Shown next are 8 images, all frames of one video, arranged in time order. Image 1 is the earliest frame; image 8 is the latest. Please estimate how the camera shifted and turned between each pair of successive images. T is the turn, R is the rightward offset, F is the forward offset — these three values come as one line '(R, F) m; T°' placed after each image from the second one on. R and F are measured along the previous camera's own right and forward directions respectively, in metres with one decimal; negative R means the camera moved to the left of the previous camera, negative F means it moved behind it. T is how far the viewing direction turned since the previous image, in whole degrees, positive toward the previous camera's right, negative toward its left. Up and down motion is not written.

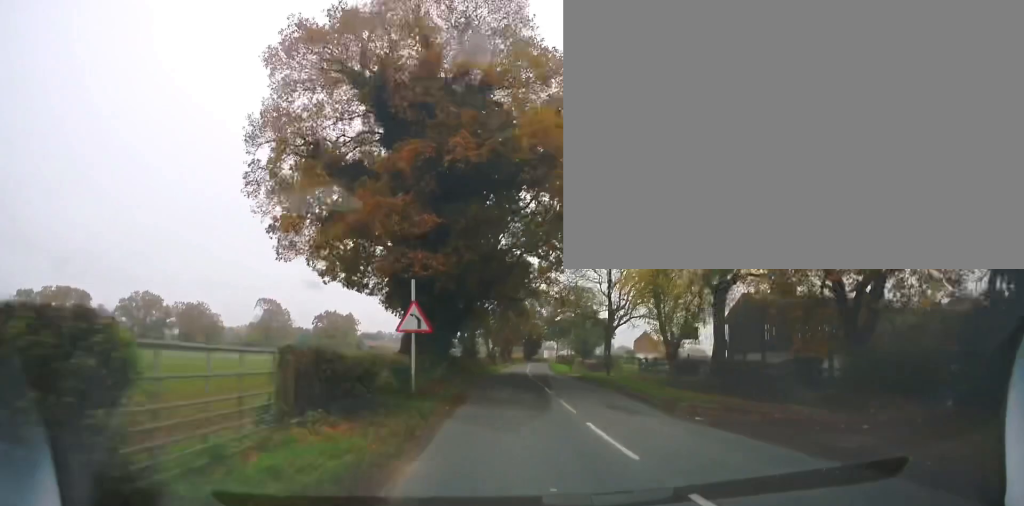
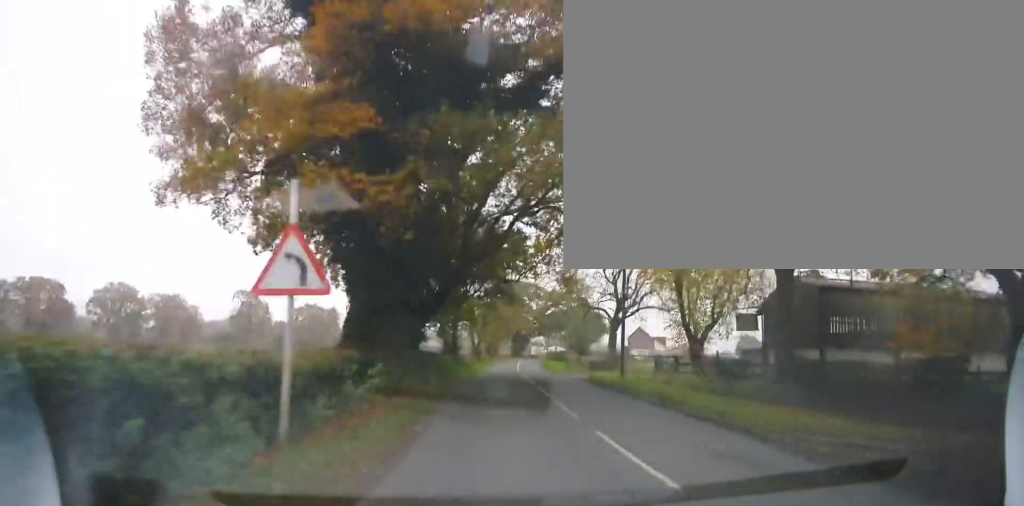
(0.0, +7.3) m; +1°
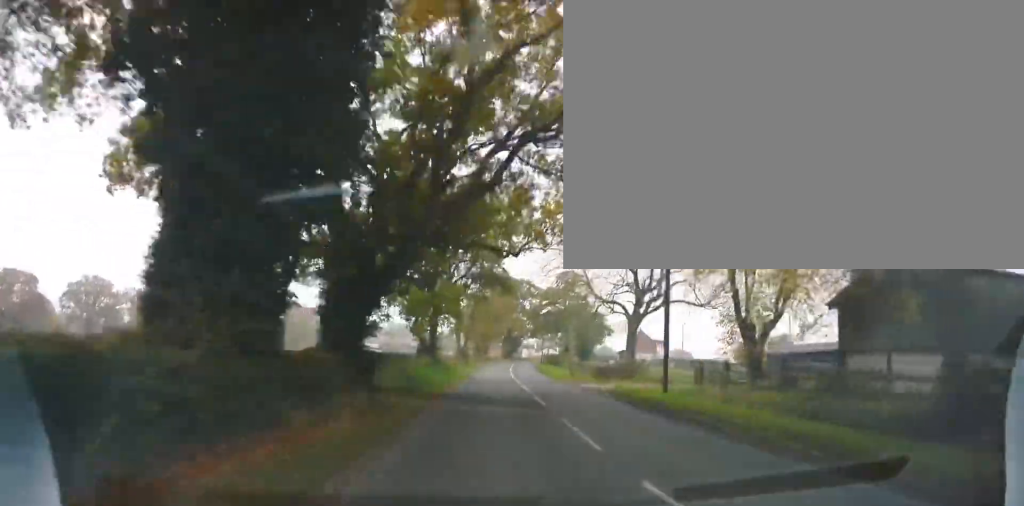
(+0.1, +9.7) m; +1°
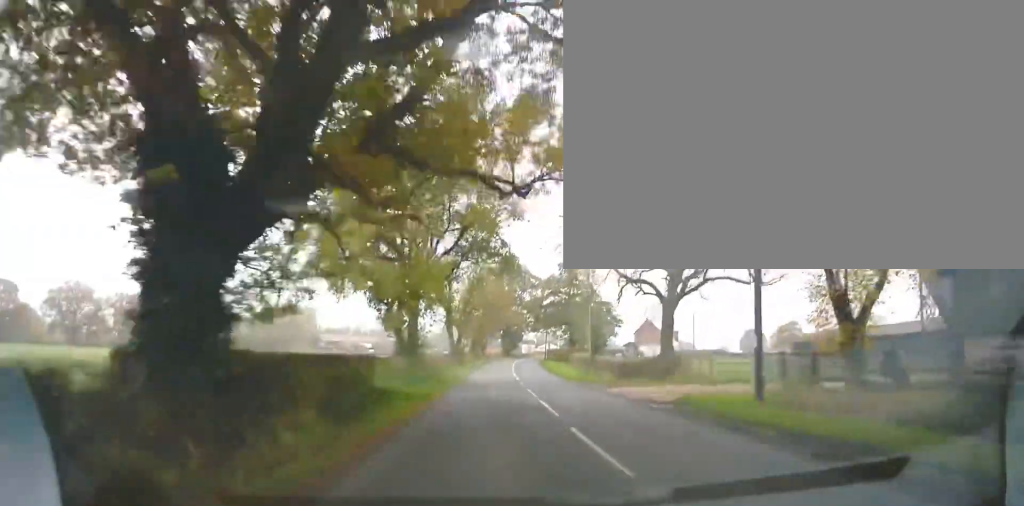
(+0.2, +7.7) m; +1°
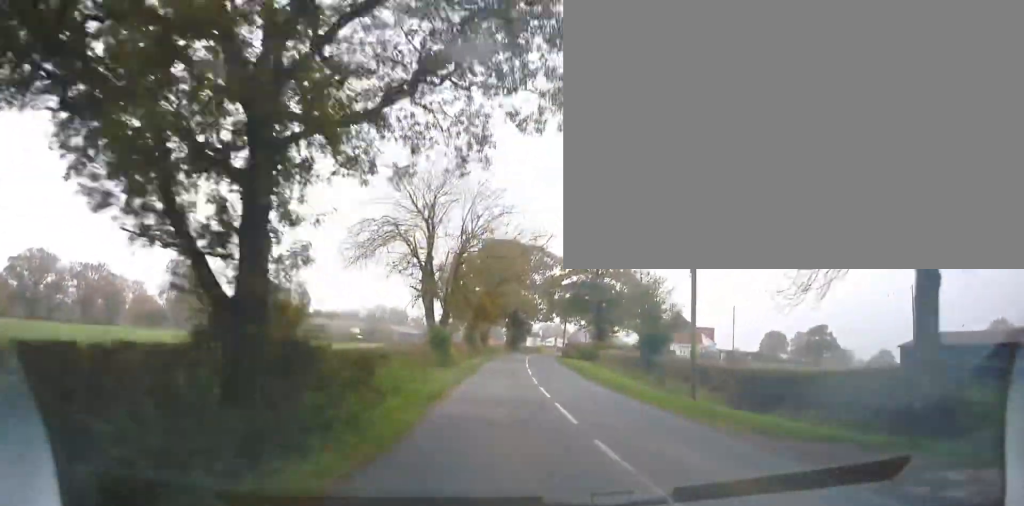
(-0.3, +19.2) m; -1°
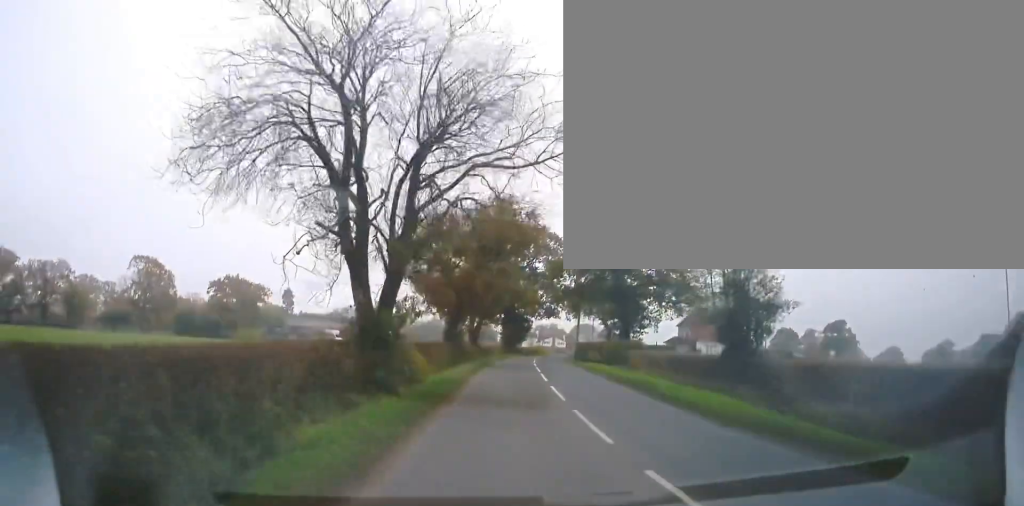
(-0.1, +14.0) m; +1°
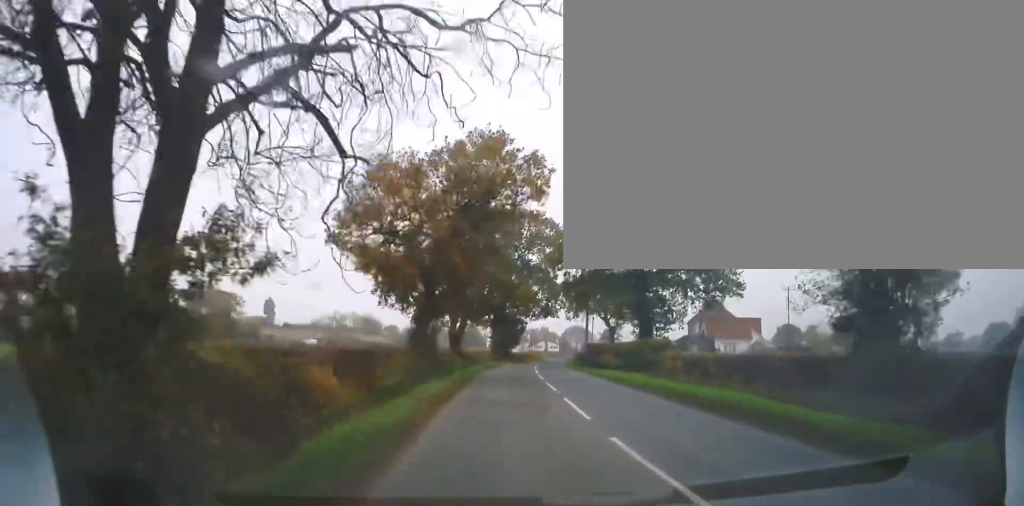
(+0.2, +10.4) m; +2°
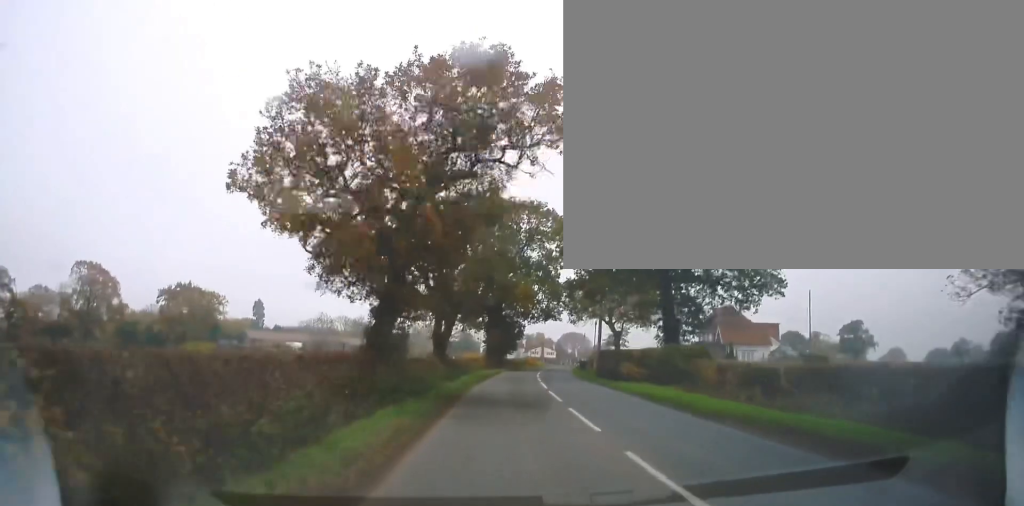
(+0.1, +7.0) m; +1°
